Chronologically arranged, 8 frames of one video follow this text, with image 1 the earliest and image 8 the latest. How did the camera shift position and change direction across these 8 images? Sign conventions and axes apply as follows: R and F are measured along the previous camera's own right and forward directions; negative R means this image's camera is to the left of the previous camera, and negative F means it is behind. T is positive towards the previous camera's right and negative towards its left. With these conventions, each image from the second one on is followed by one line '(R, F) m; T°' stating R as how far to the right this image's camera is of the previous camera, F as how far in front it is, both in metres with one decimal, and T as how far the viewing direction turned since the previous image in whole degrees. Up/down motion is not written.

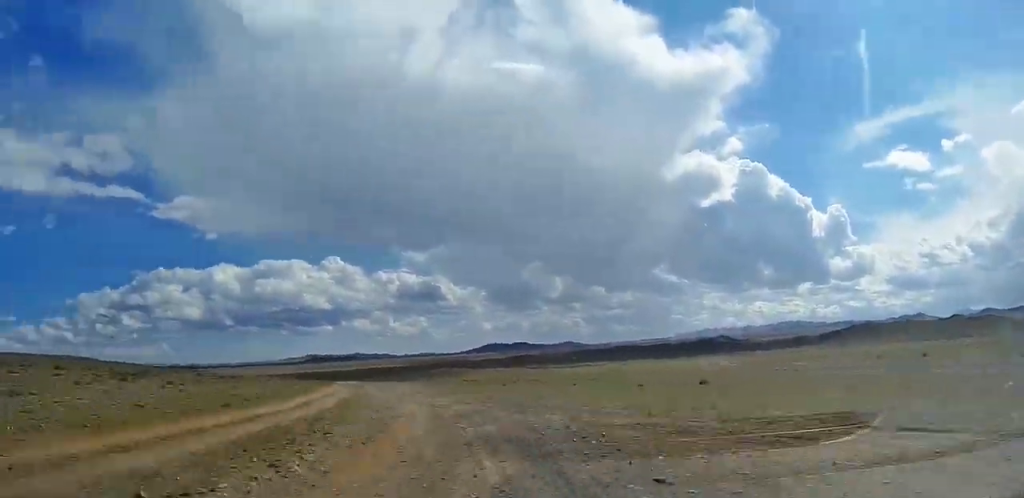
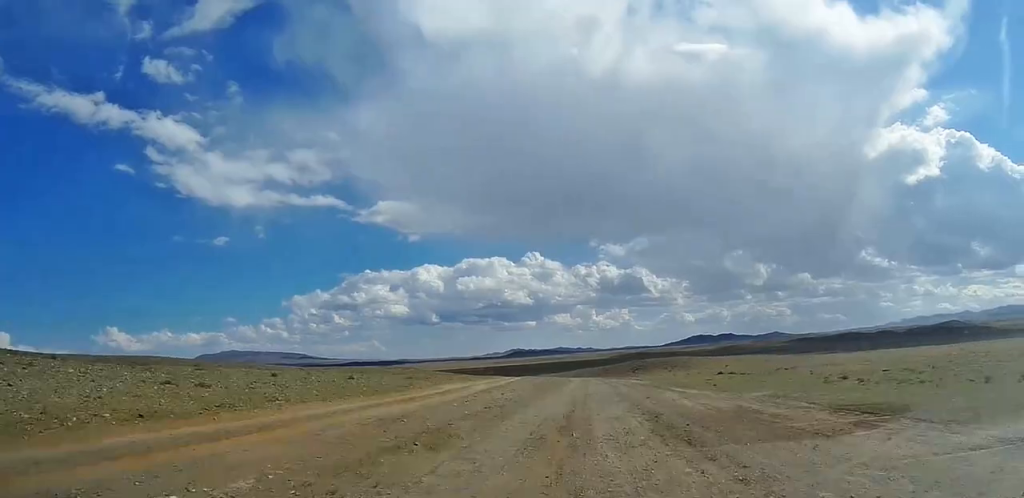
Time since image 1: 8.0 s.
(-7.2, +63.3) m; -7°
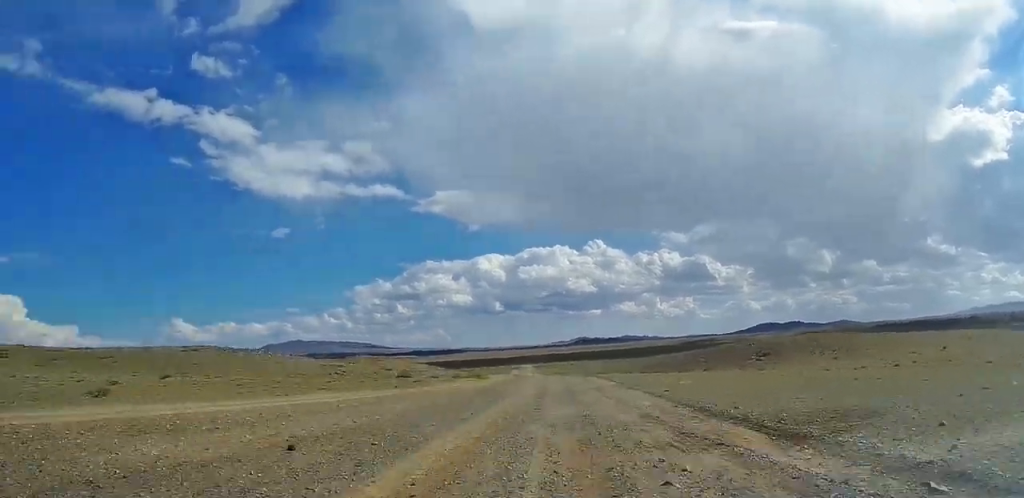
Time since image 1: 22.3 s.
(-6.2, +109.5) m; -7°
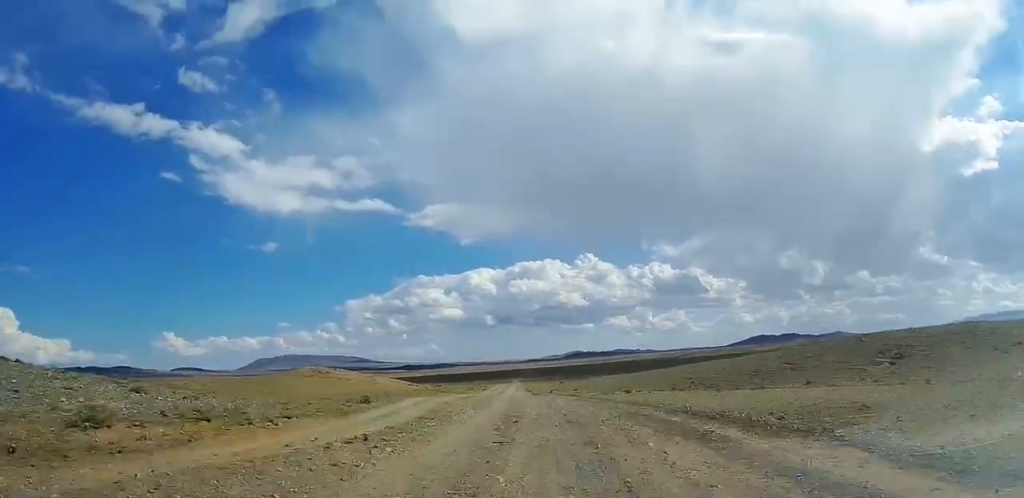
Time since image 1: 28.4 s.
(-1.3, +46.0) m; -3°
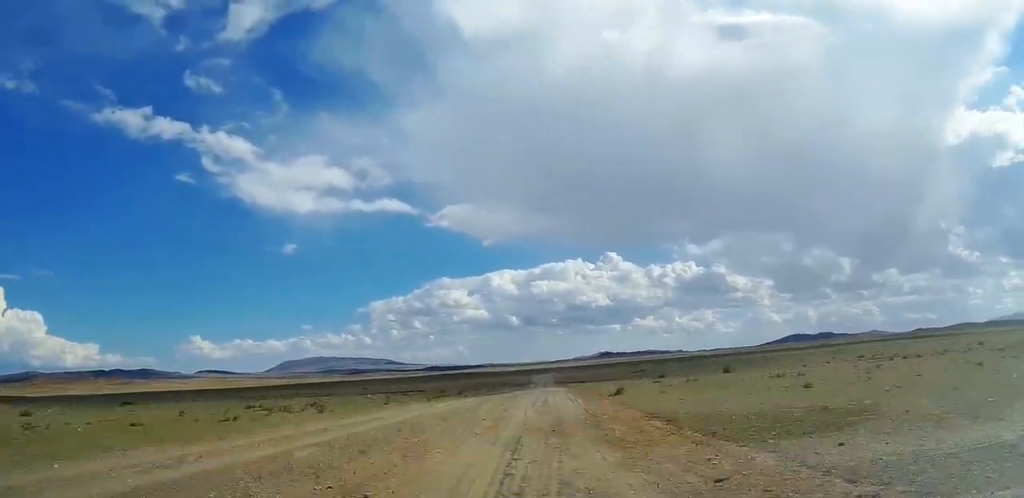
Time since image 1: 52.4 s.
(-2.6, +199.4) m; 0°
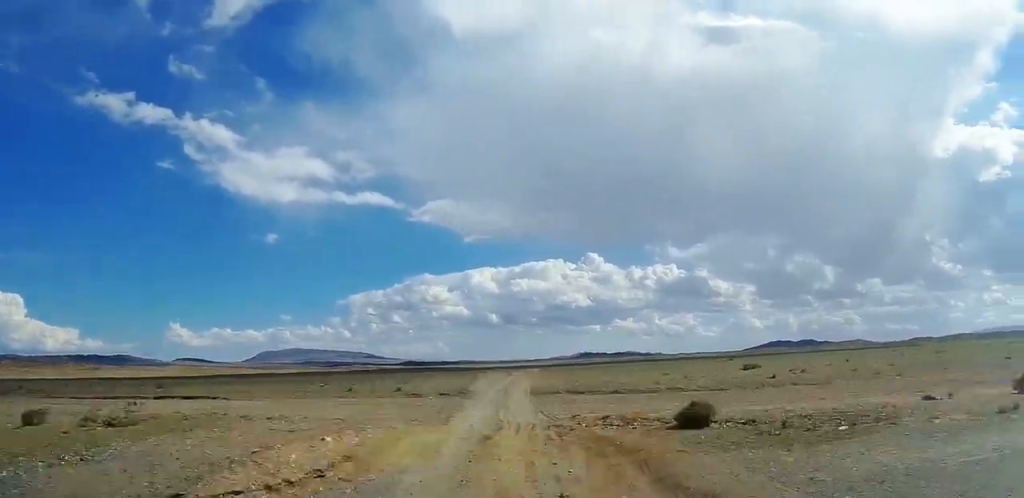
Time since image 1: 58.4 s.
(-0.1, +52.5) m; +1°
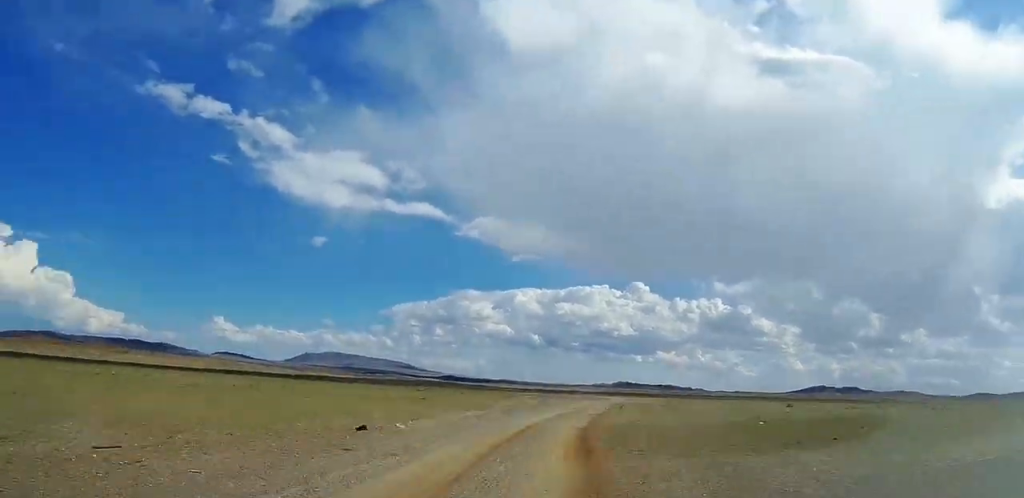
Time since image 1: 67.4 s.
(+1.1, +83.3) m; +1°
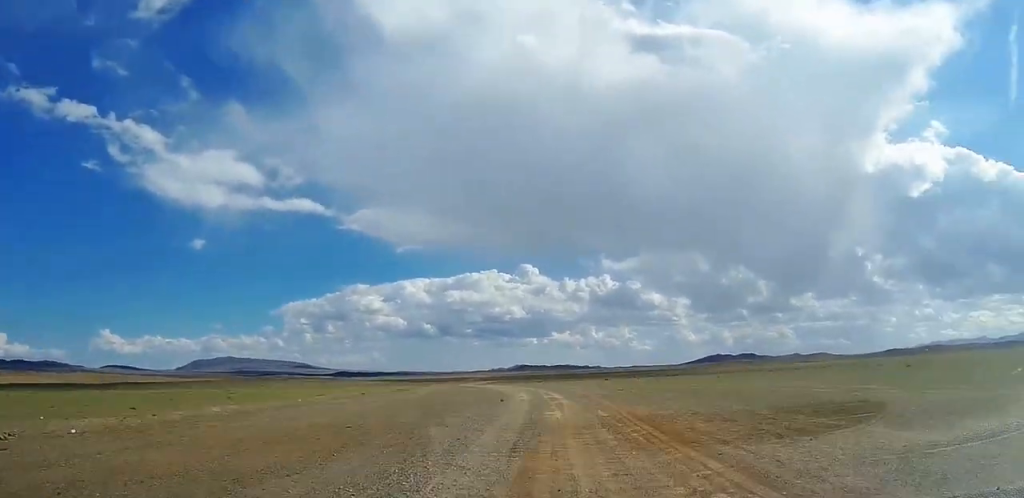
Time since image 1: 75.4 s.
(+0.1, +79.4) m; 0°
